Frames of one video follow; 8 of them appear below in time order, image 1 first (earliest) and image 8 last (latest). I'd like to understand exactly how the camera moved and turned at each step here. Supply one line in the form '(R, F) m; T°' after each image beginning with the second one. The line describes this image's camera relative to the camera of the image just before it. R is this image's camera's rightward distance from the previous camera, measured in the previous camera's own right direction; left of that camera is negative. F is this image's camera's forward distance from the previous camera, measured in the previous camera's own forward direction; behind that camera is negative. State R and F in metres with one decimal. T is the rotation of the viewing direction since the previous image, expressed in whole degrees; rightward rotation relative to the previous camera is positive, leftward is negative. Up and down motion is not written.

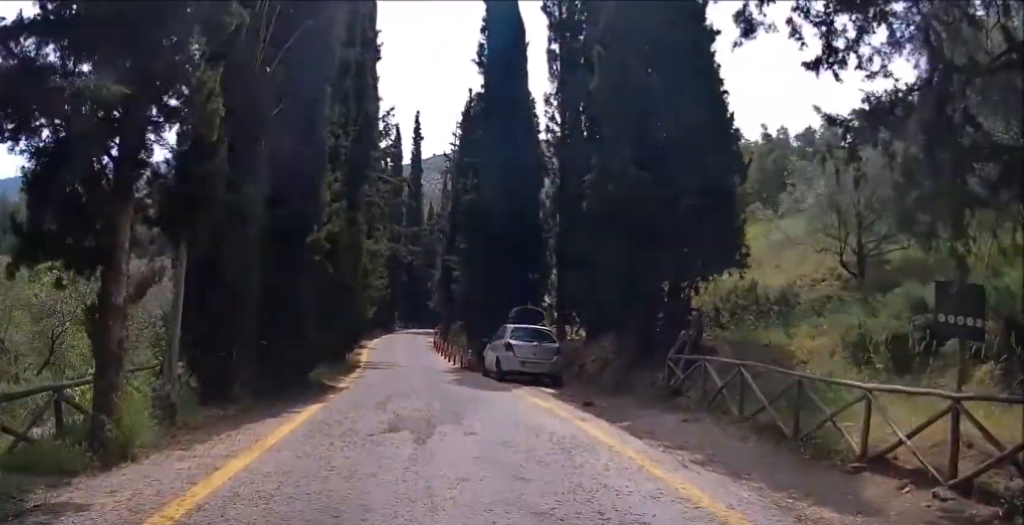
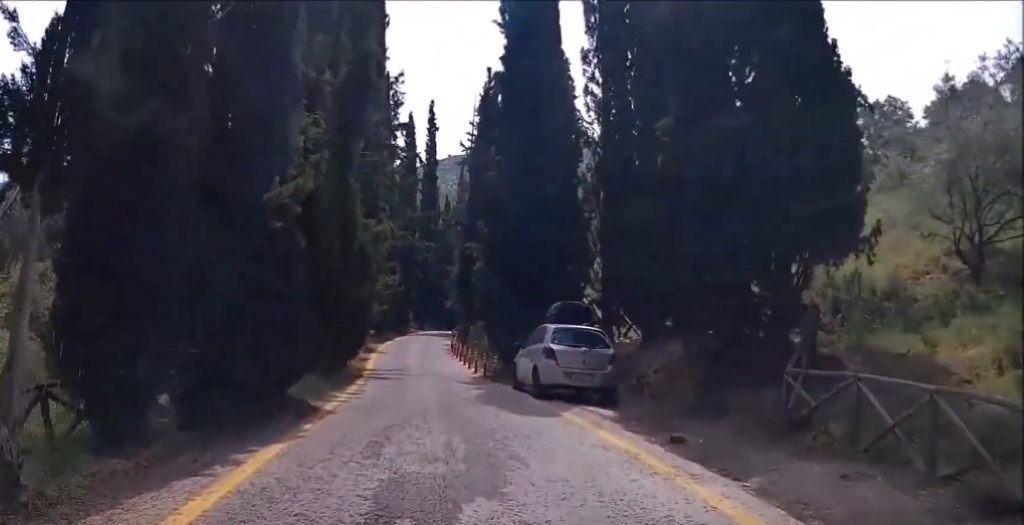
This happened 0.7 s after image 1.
(+0.1, +4.1) m; +1°
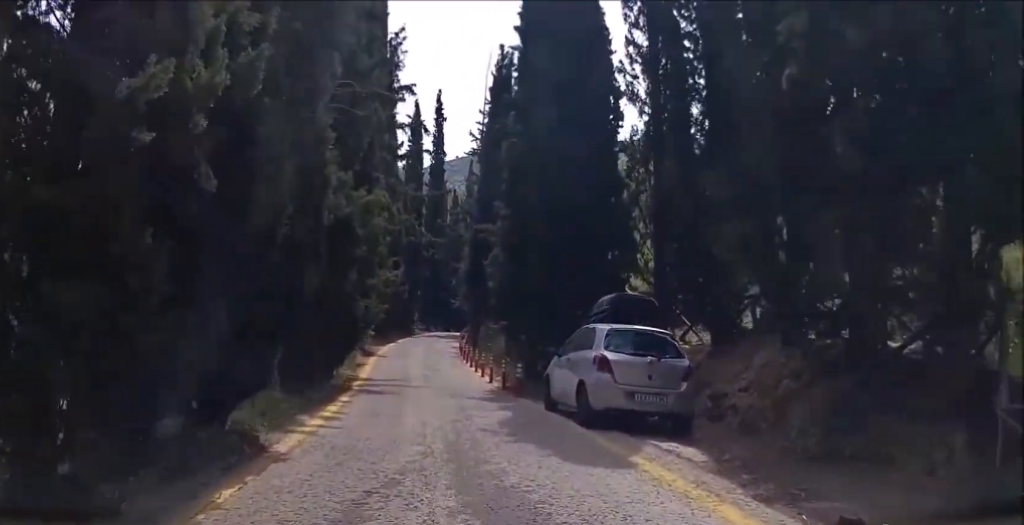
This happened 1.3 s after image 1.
(+0.1, +4.2) m; +1°
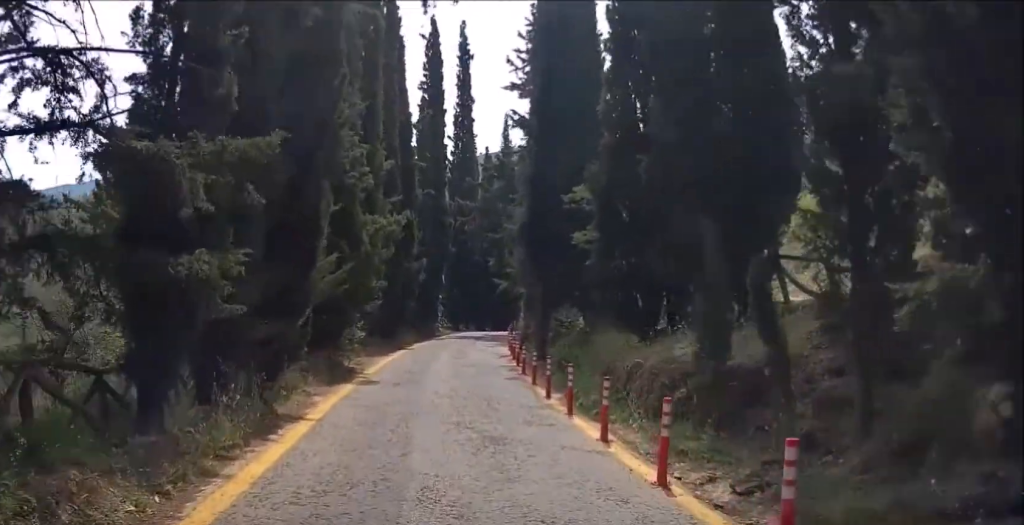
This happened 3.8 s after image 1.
(+0.4, +16.9) m; -2°
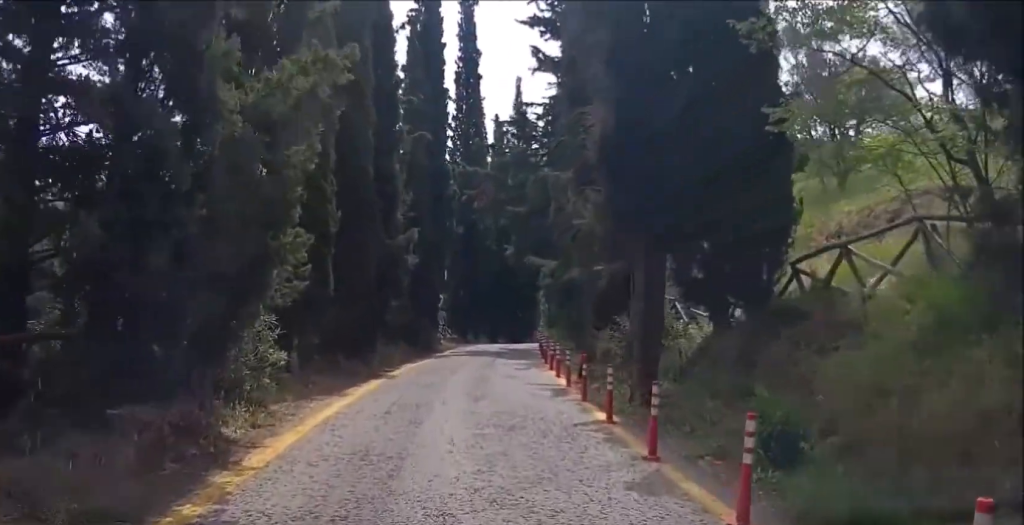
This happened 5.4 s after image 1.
(-0.9, +12.2) m; -5°
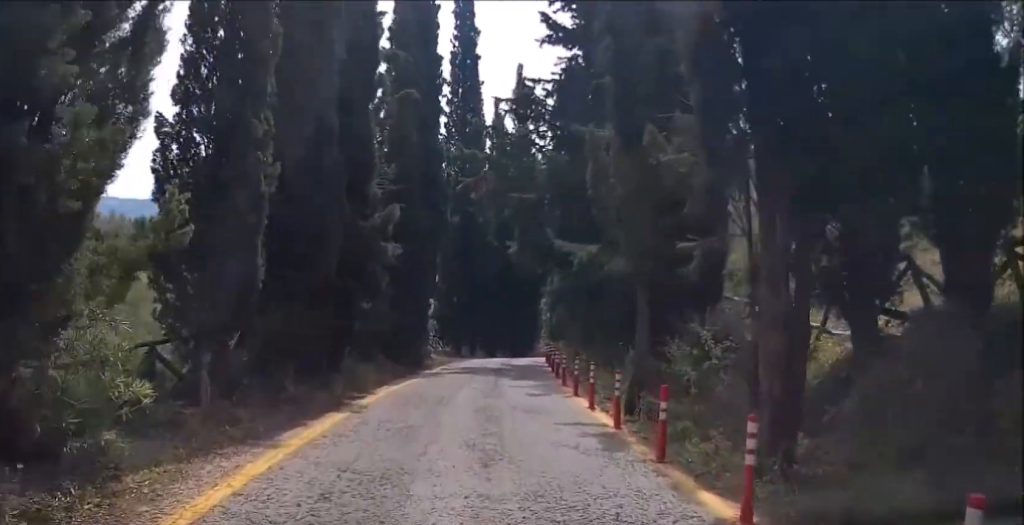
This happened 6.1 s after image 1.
(+0.2, +5.1) m; -1°
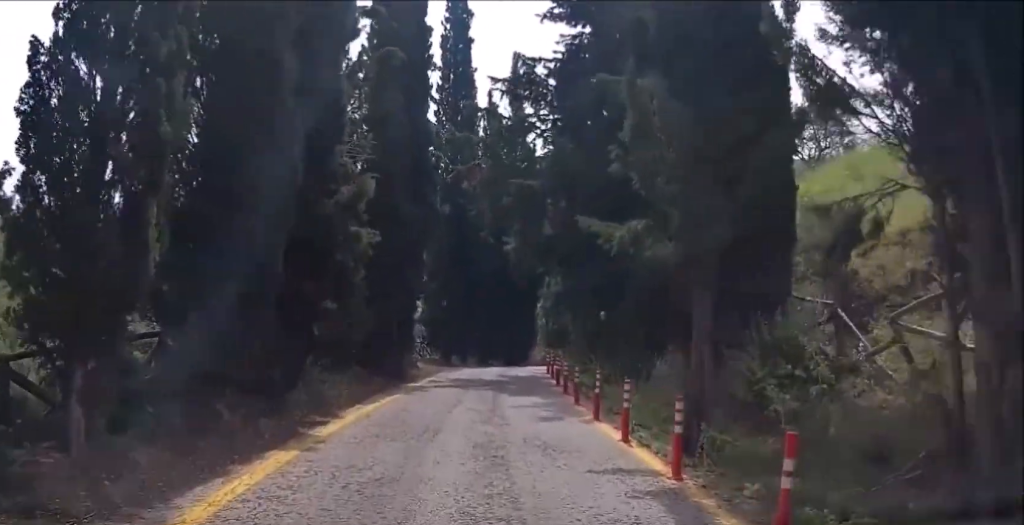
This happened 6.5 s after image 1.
(-0.1, +3.3) m; +2°
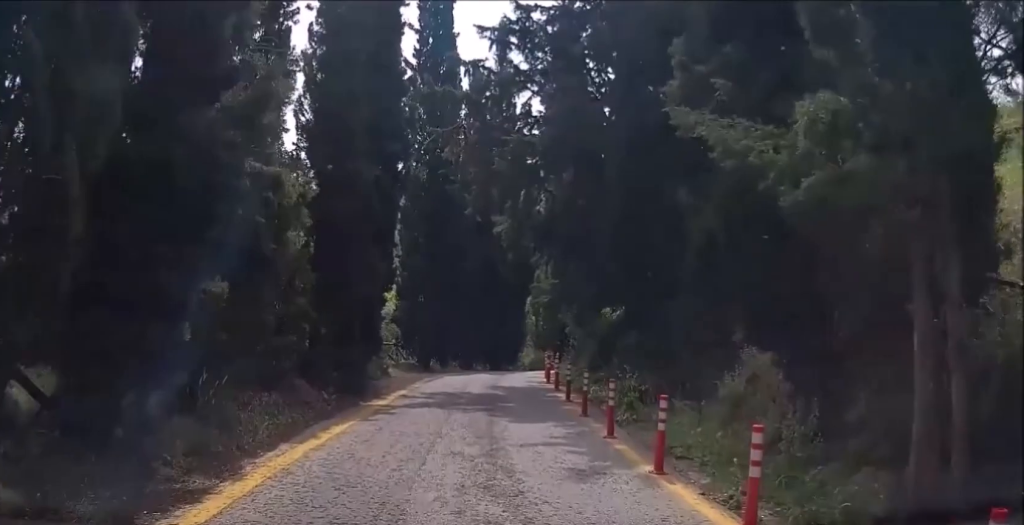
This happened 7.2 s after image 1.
(-0.5, +5.0) m; +4°
